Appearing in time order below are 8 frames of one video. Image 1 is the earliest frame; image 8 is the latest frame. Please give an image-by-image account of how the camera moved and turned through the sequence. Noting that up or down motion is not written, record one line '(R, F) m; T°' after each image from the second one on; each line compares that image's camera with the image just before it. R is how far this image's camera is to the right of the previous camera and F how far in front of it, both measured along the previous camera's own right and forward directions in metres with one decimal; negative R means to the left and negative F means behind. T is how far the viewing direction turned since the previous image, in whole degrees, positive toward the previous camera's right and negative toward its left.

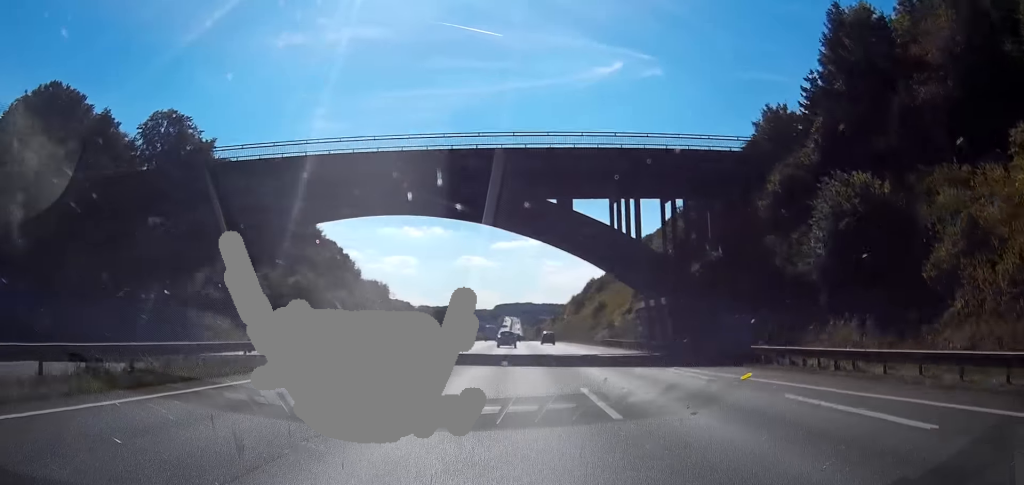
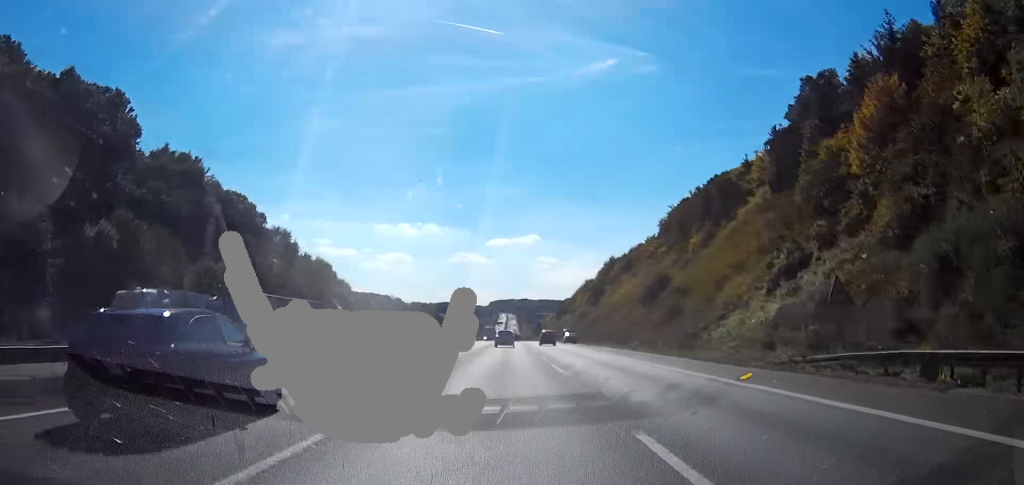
(-0.5, +60.9) m; -1°
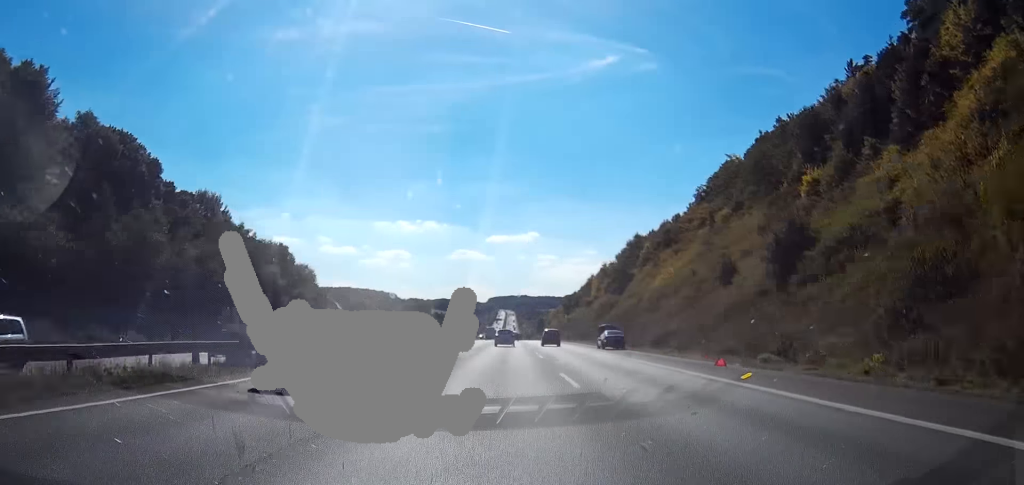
(-0.5, +40.6) m; -1°
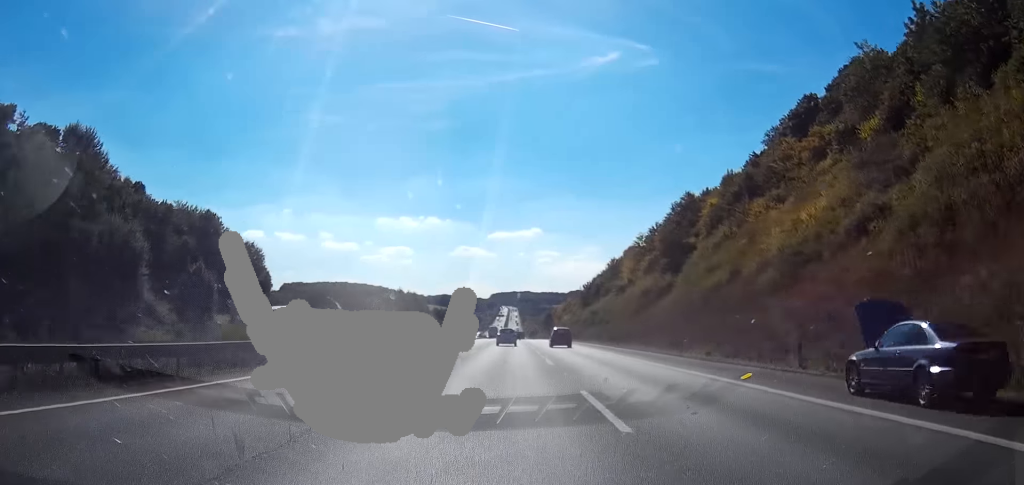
(0.0, +42.9) m; +1°
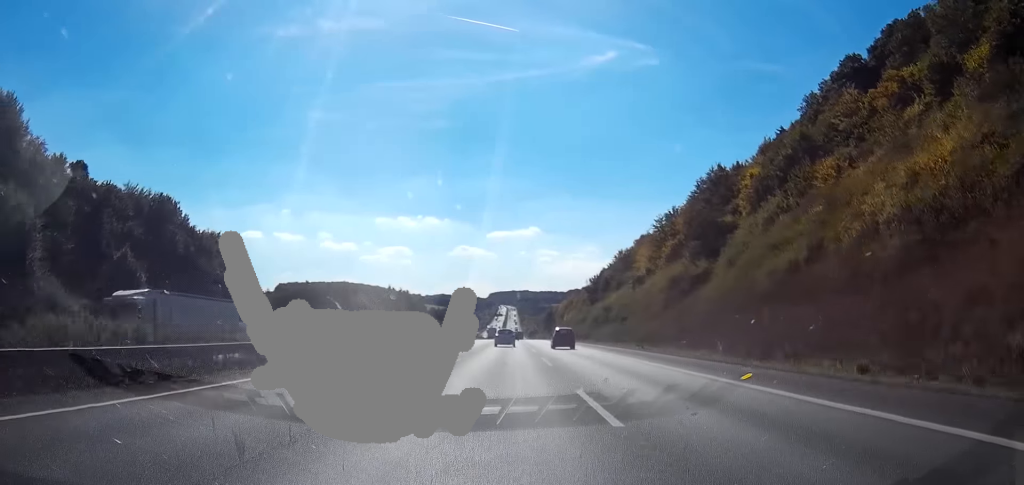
(+0.1, +17.3) m; 0°
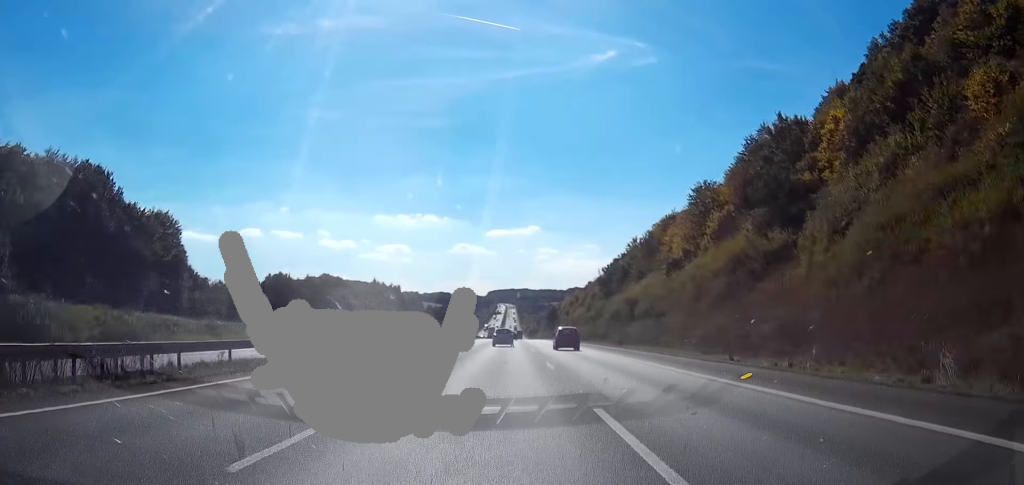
(+0.1, +21.9) m; 0°
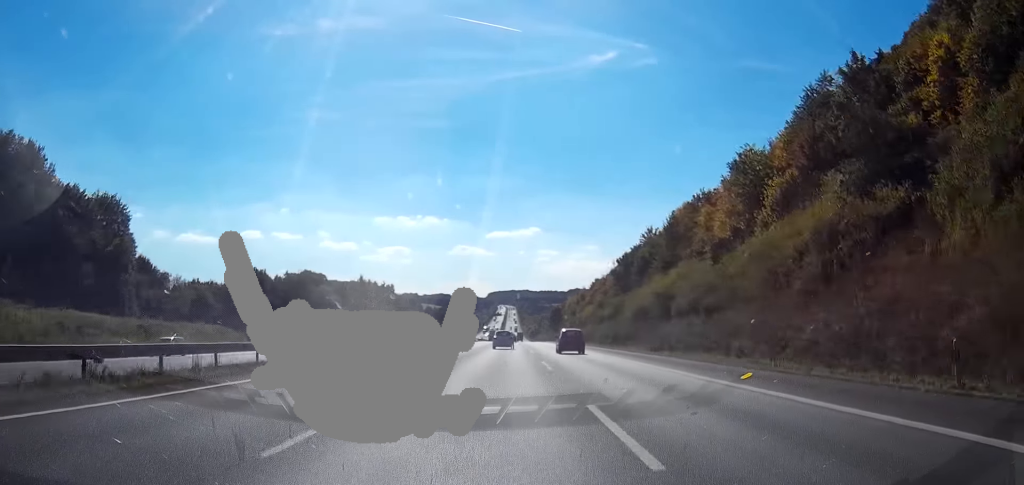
(+0.1, +17.3) m; 0°
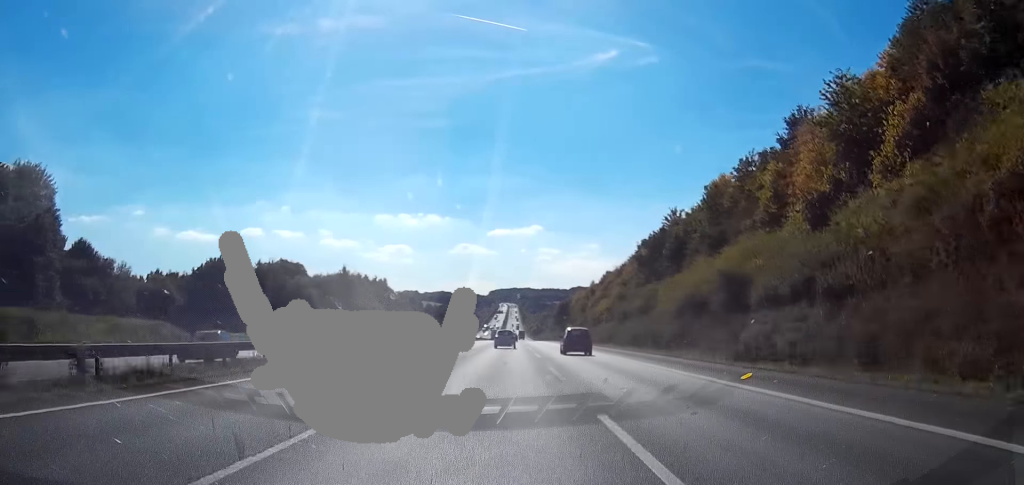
(-0.1, +19.5) m; 0°
